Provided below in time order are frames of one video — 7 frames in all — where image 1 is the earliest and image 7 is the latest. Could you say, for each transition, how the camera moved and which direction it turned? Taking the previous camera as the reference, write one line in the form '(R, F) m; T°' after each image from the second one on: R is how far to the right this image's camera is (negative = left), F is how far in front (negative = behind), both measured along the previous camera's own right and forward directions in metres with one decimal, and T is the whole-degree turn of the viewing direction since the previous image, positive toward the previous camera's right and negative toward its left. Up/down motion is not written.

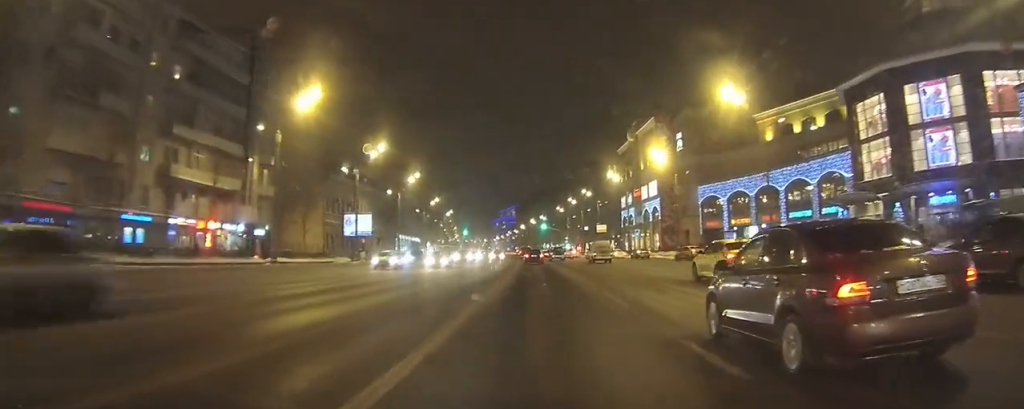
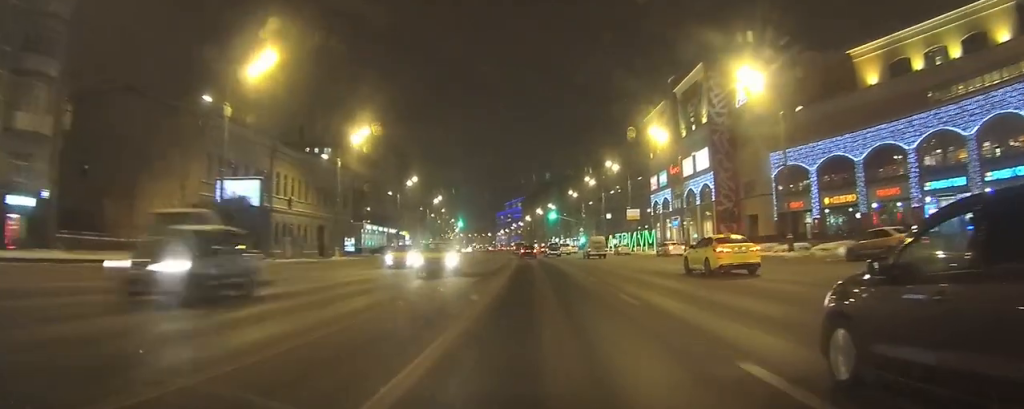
(-0.2, +33.1) m; 0°
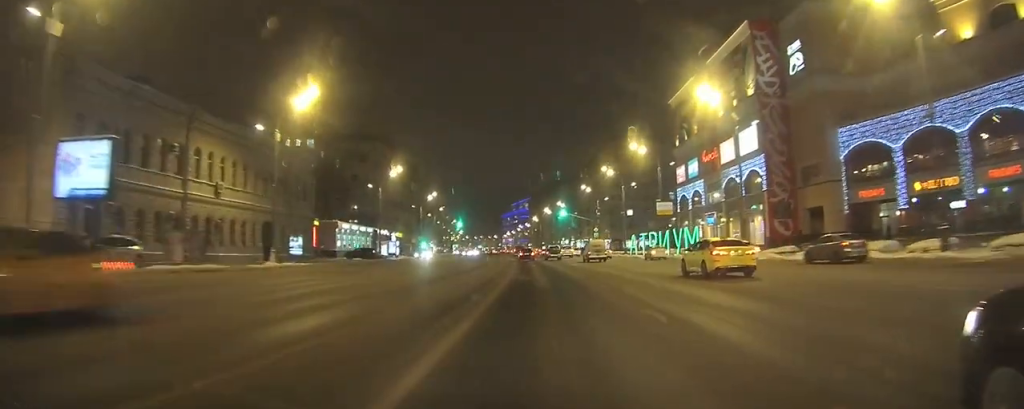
(-0.1, +17.3) m; -1°
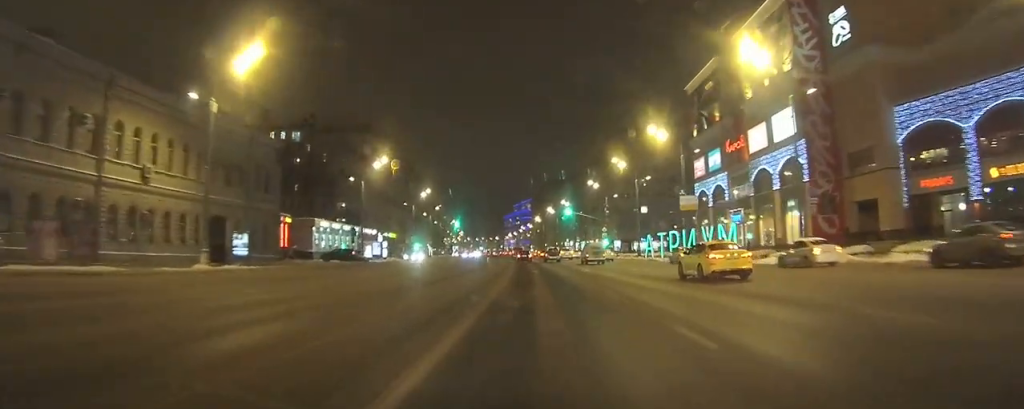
(-0.1, +10.6) m; -1°
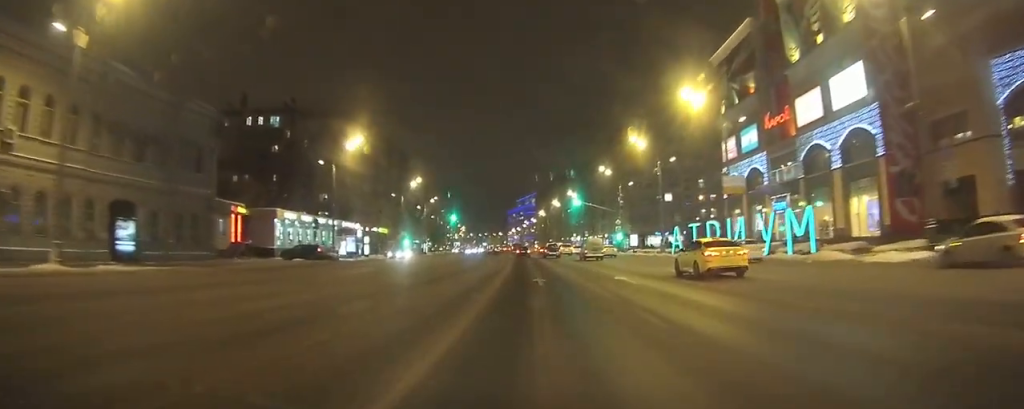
(-0.1, +13.4) m; 0°
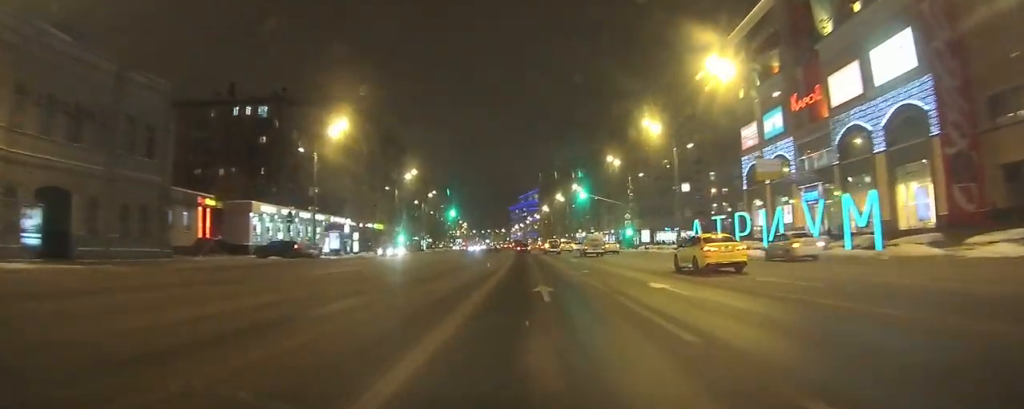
(0.0, +7.1) m; 0°
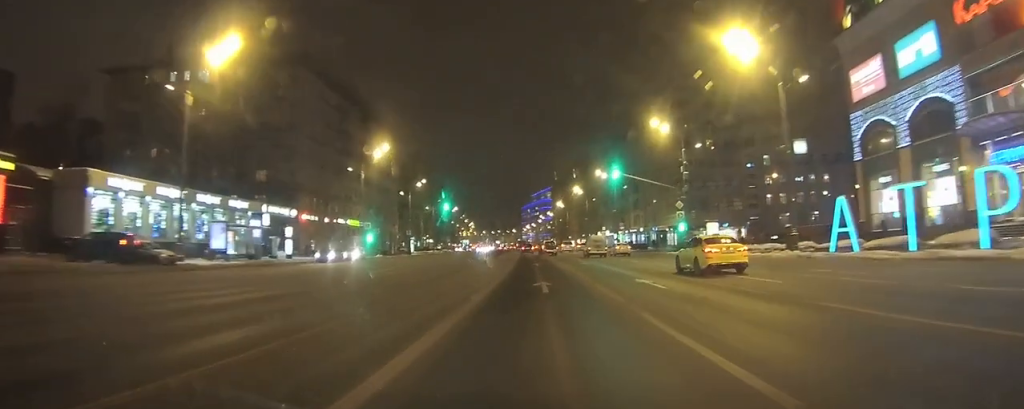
(-0.1, +27.1) m; 0°
